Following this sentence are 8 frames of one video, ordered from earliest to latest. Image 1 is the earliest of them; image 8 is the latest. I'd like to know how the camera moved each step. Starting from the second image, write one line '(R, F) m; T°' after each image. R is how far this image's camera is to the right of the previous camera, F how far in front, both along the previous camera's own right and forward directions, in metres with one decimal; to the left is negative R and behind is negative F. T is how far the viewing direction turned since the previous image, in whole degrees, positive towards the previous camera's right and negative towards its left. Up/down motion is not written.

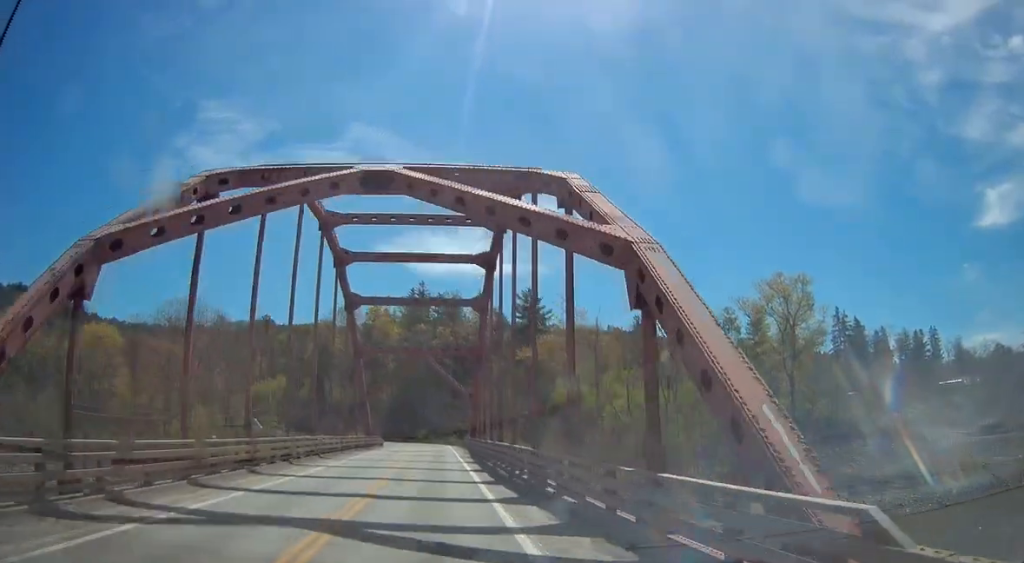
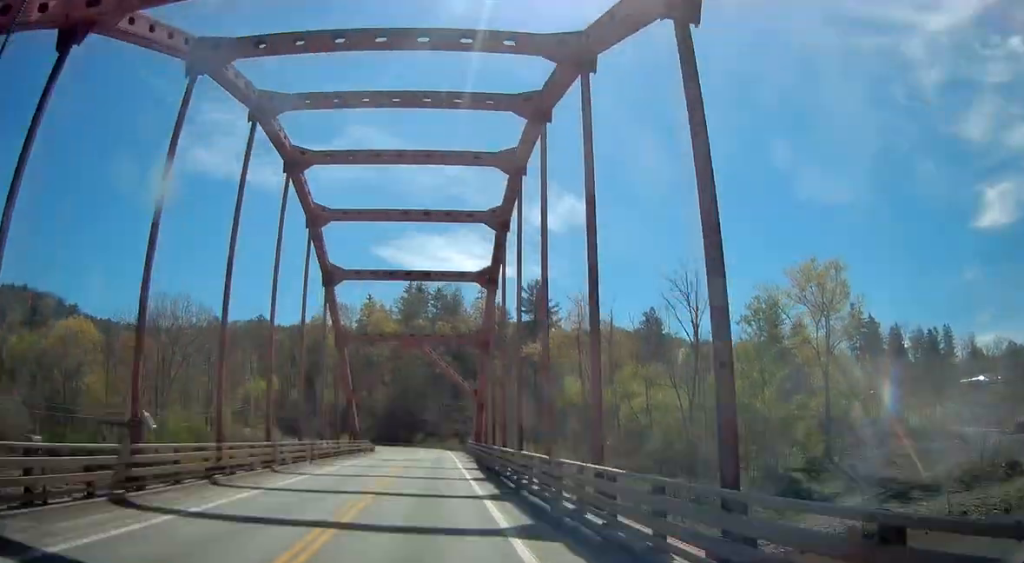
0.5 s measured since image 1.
(+0.1, +10.3) m; 0°
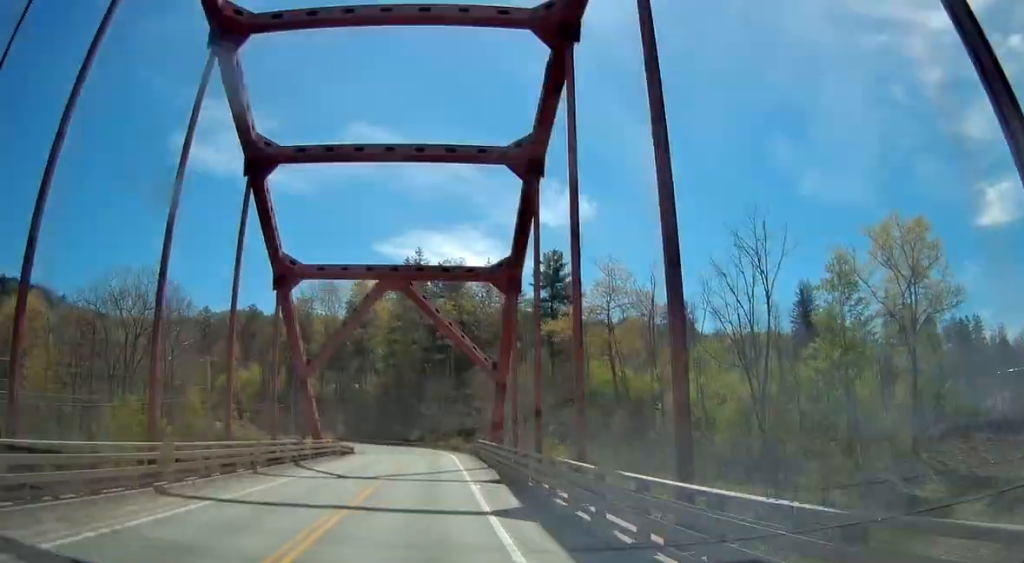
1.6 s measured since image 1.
(-0.3, +19.5) m; -1°
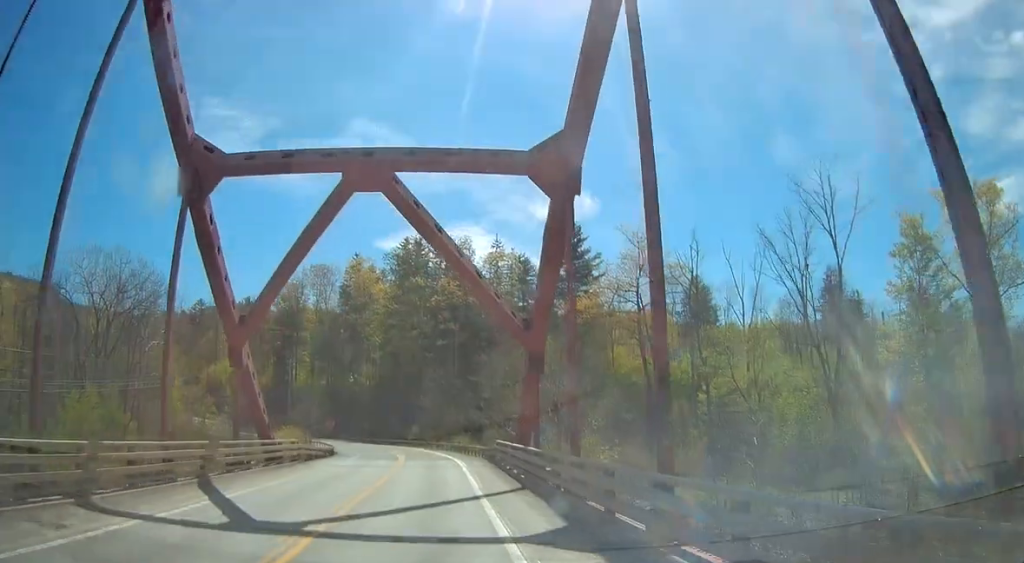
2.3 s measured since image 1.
(+0.1, +12.9) m; 0°
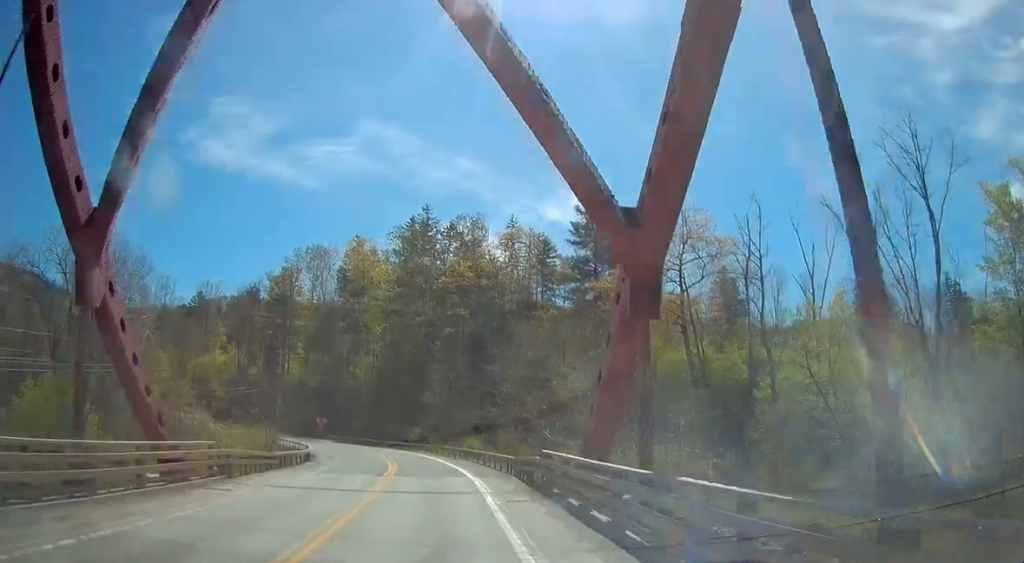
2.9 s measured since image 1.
(0.0, +12.0) m; -1°
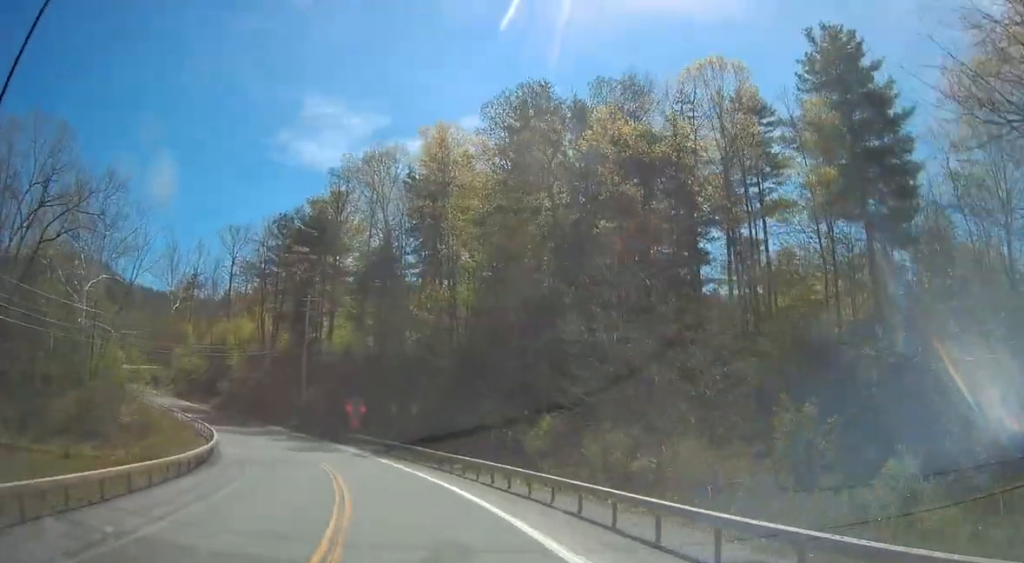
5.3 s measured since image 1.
(-2.5, +41.3) m; -10°
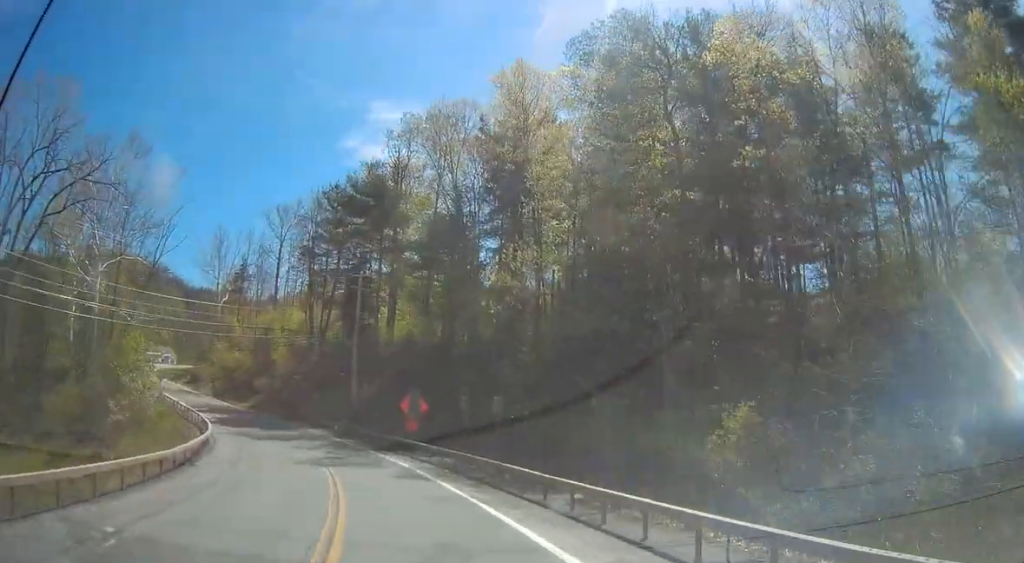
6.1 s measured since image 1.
(-0.7, +12.1) m; -5°
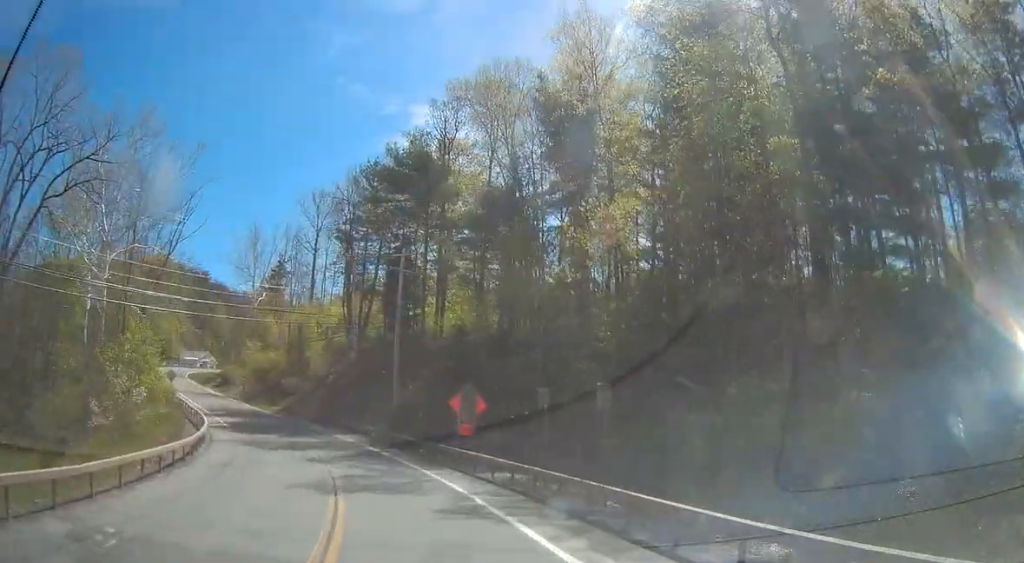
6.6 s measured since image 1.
(-0.1, +8.1) m; -4°
